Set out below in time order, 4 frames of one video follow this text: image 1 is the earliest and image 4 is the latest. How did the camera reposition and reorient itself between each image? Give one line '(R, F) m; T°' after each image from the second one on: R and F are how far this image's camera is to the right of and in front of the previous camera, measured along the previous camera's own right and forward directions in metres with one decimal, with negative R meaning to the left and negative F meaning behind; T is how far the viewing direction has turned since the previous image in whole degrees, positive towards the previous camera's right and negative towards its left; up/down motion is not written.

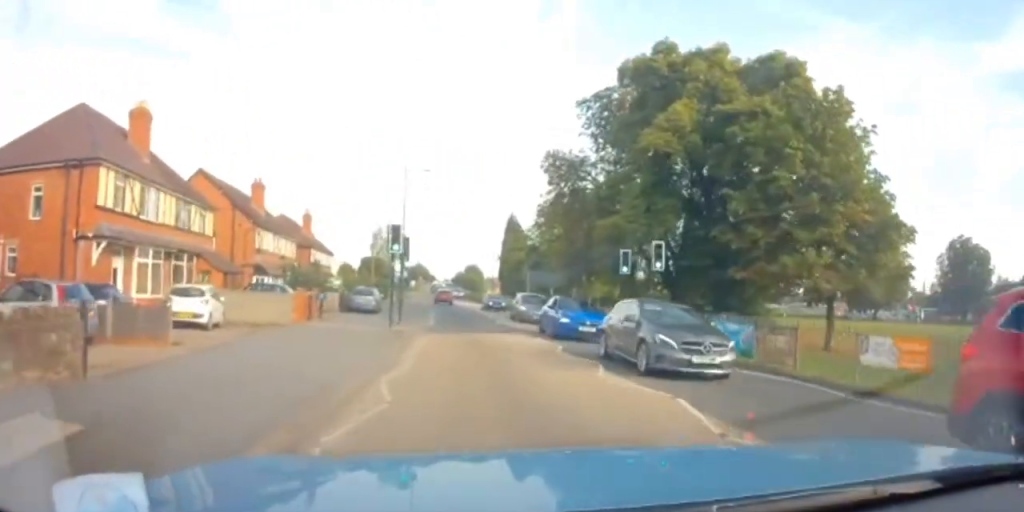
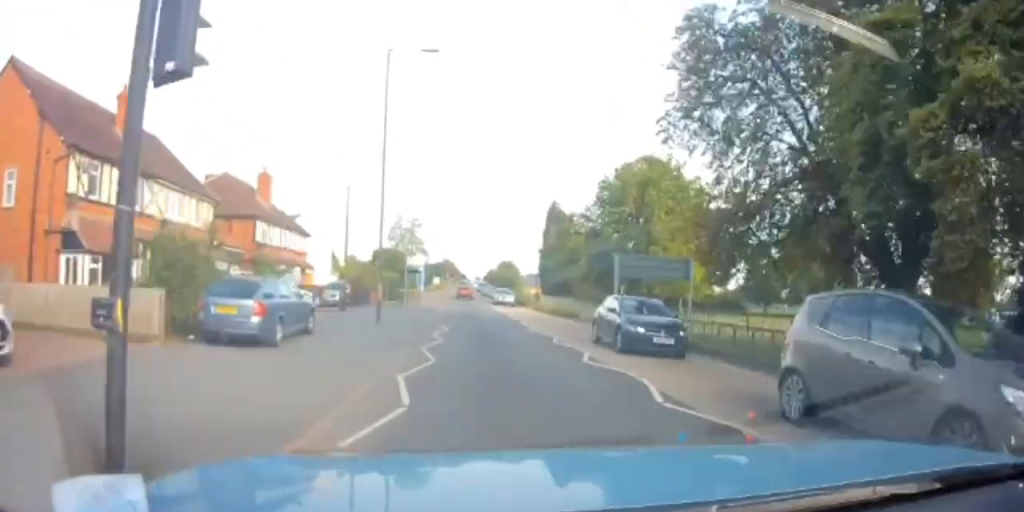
(-0.9, +21.0) m; -6°
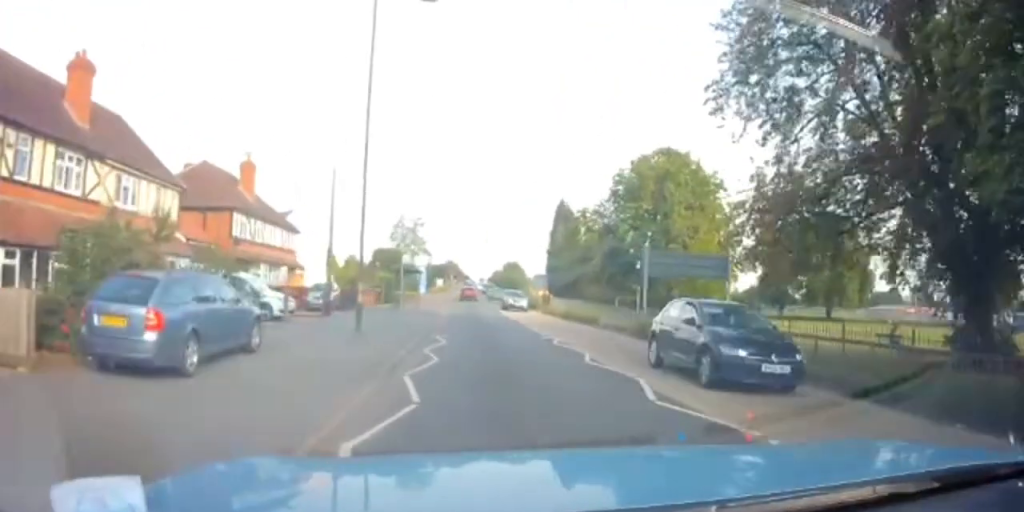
(-0.2, +4.2) m; -2°
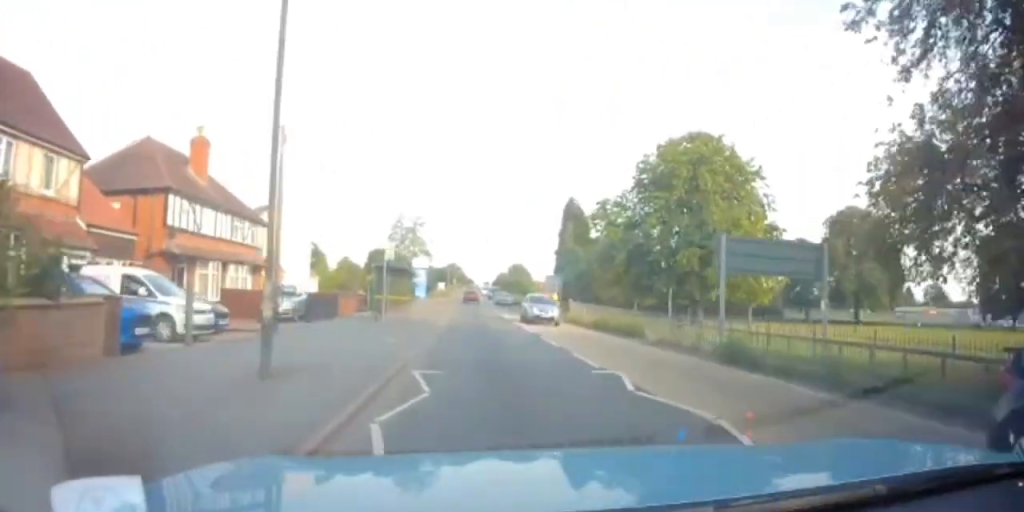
(-0.2, +7.7) m; +3°
